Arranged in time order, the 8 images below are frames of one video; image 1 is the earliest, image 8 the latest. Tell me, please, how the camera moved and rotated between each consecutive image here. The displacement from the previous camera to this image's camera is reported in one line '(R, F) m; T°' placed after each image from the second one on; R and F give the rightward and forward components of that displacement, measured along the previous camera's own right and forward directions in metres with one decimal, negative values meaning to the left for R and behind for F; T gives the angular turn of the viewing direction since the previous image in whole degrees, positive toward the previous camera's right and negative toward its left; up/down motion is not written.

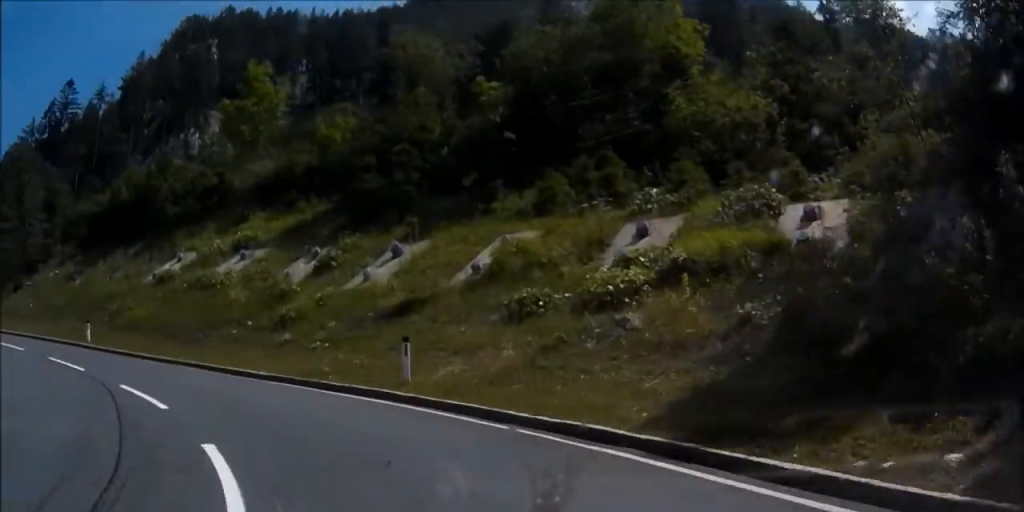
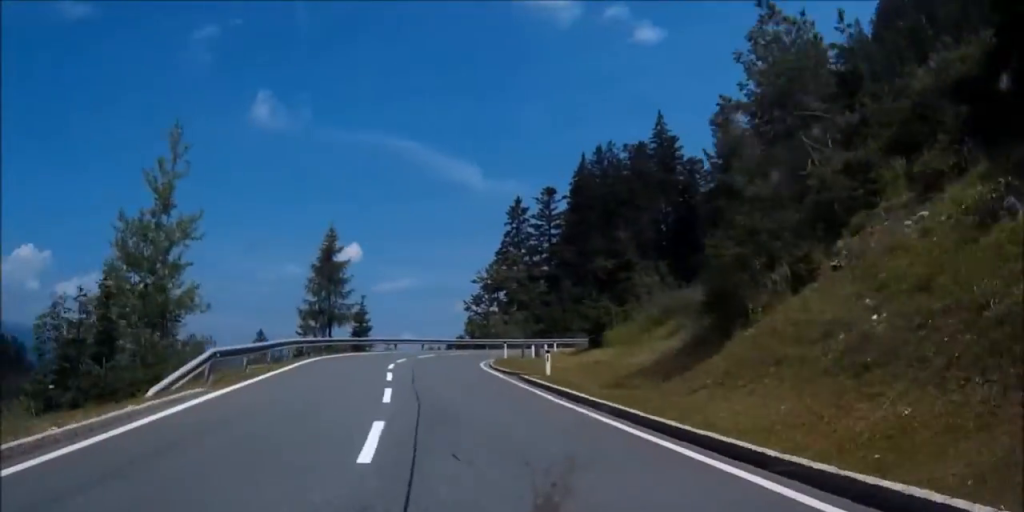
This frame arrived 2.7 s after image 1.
(-11.8, +21.8) m; -44°
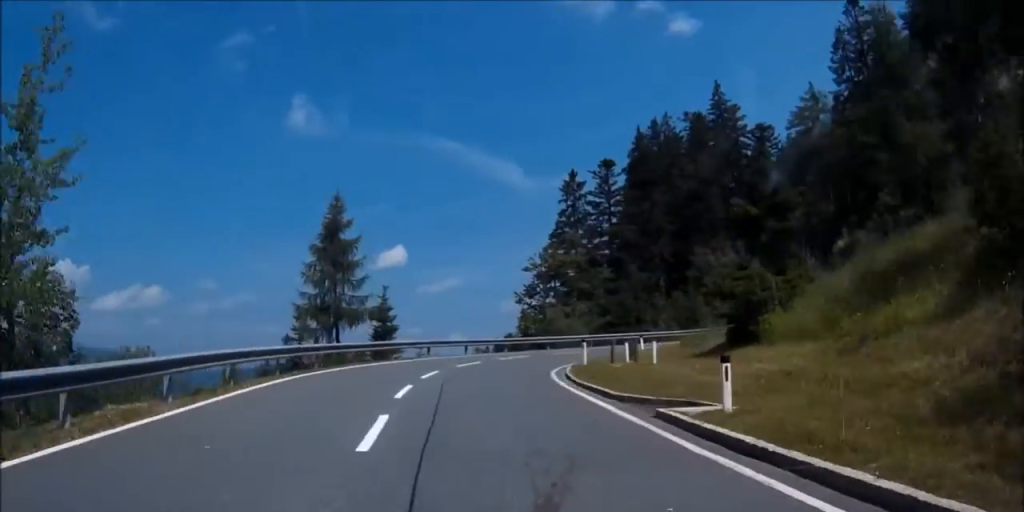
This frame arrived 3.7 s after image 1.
(-1.2, +9.5) m; 0°
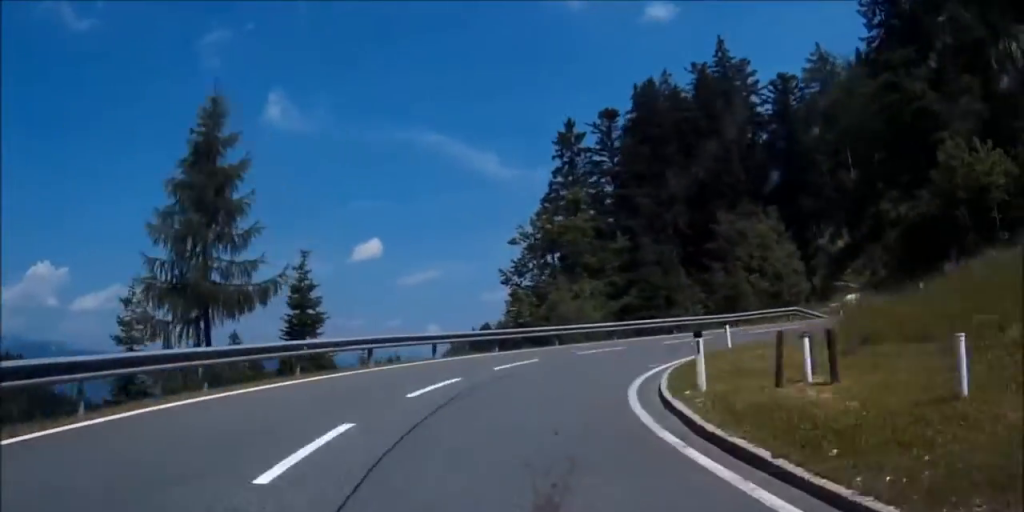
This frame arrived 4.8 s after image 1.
(-1.0, +11.4) m; +2°
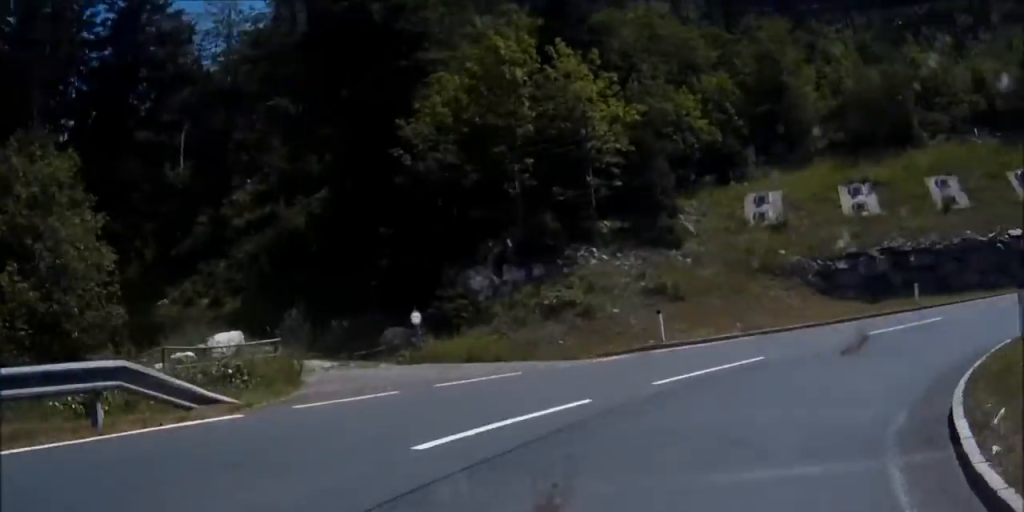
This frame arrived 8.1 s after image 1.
(+9.7, +27.6) m; +62°
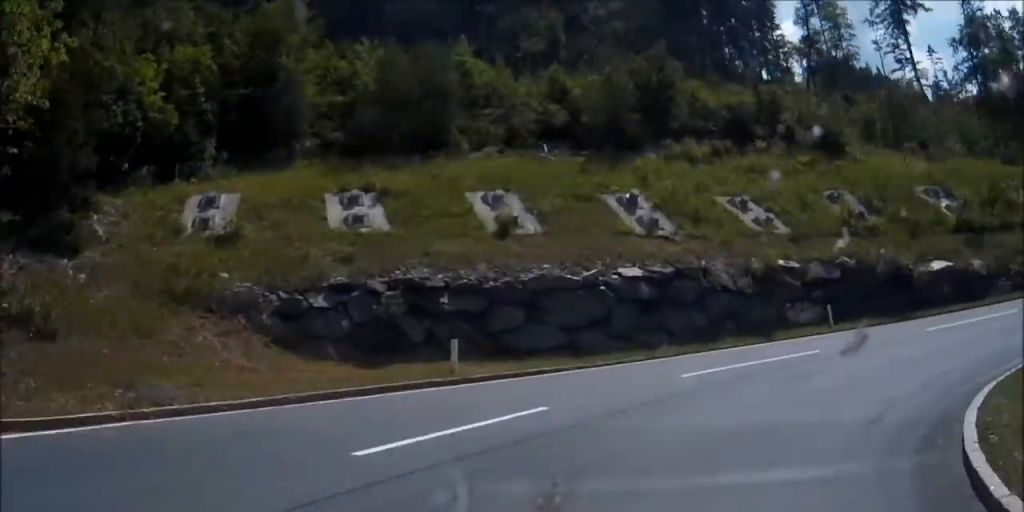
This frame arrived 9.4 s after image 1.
(+3.3, +7.3) m; +44°
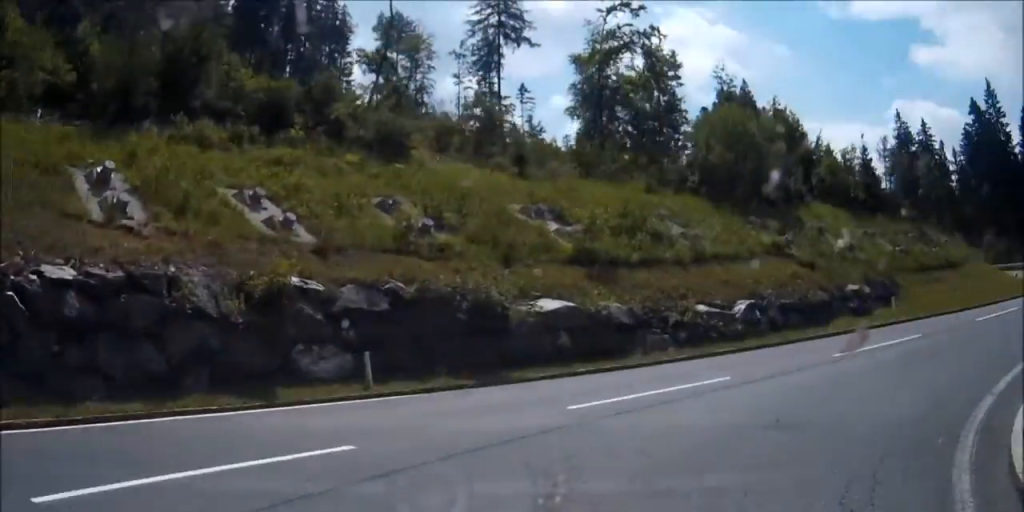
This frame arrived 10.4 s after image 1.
(+1.3, +7.6) m; +40°
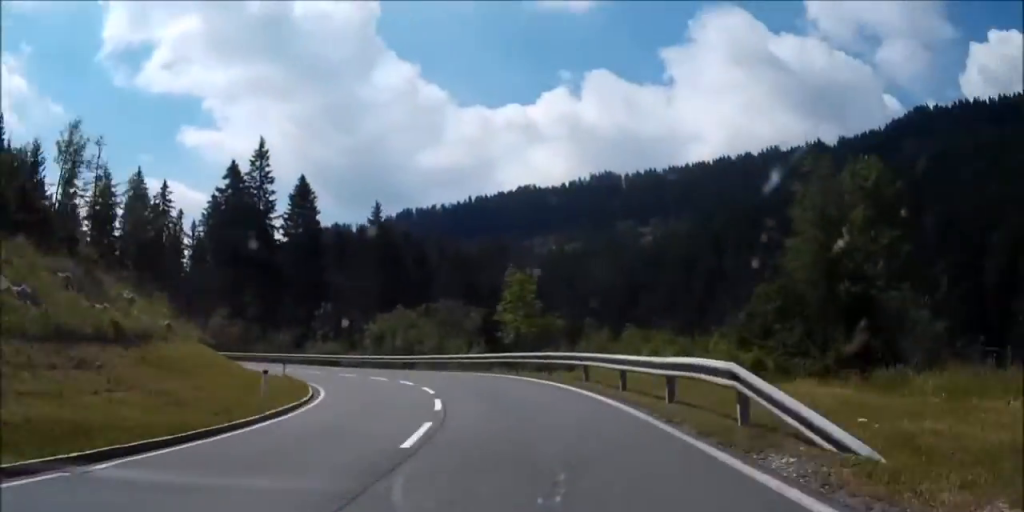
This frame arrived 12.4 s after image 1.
(+9.7, +14.6) m; +38°
